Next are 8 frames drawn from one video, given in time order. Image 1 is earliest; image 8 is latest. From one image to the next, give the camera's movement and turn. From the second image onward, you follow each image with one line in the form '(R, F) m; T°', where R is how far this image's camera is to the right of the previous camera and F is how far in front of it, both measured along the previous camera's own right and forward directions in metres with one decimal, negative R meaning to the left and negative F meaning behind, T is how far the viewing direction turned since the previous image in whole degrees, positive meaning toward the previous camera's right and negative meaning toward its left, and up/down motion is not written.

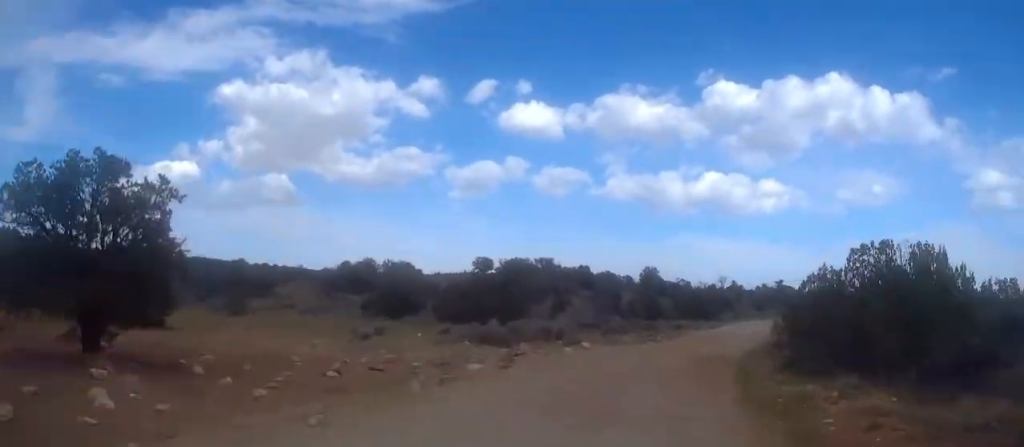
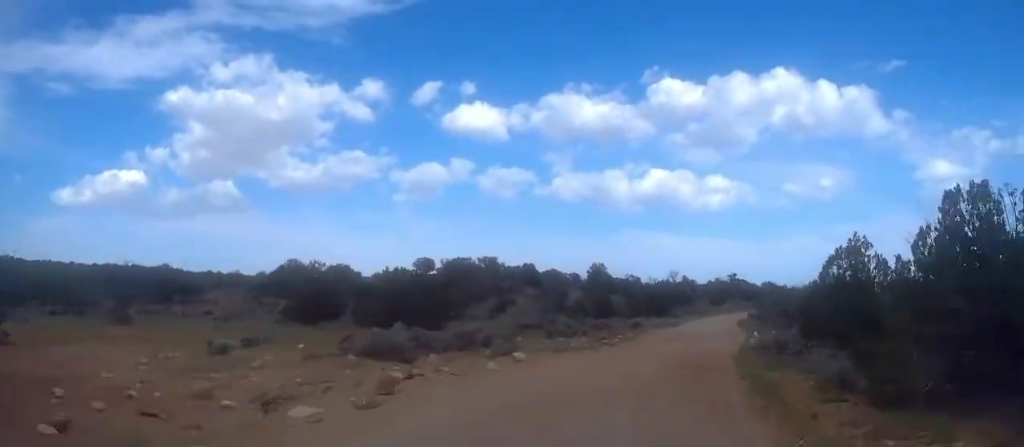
(-0.1, +8.7) m; +2°
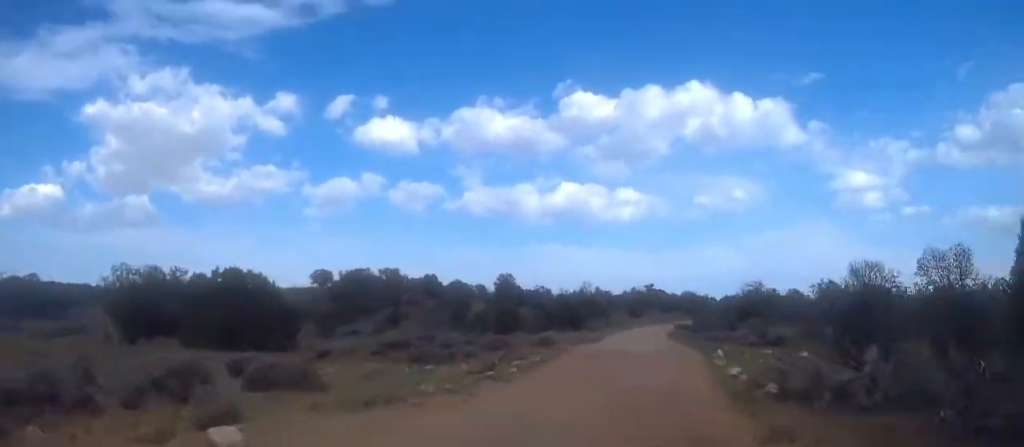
(+0.5, +13.4) m; +6°
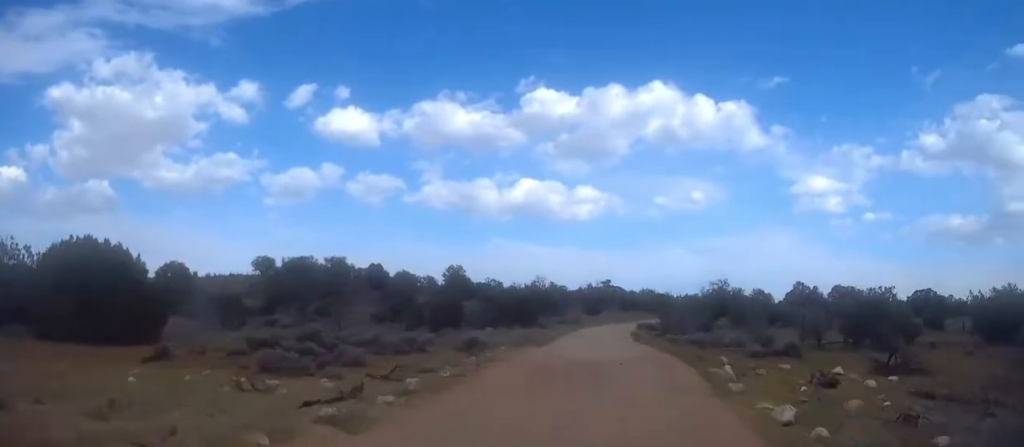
(-0.2, +9.3) m; +6°
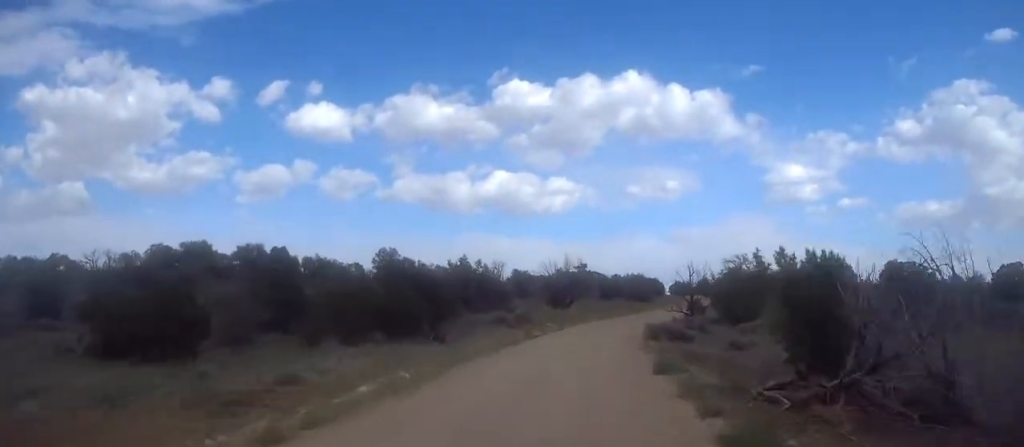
(+4.0, +39.0) m; +6°
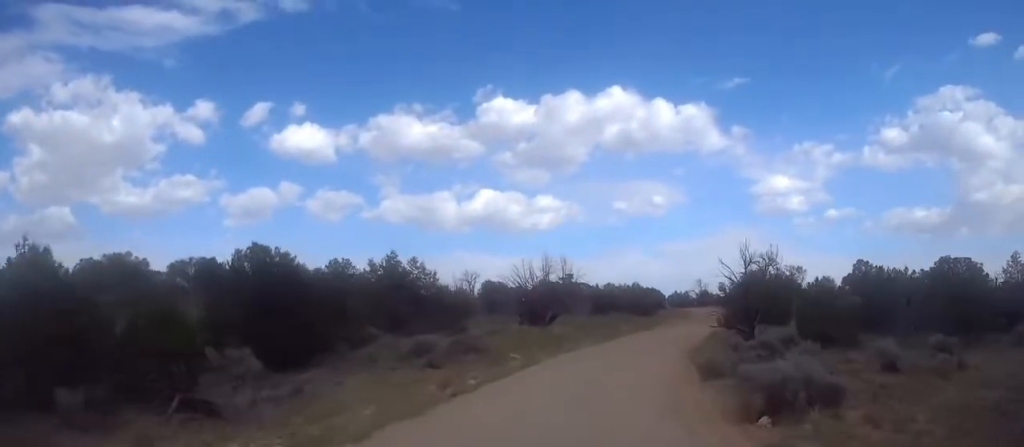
(+0.2, +21.4) m; +2°
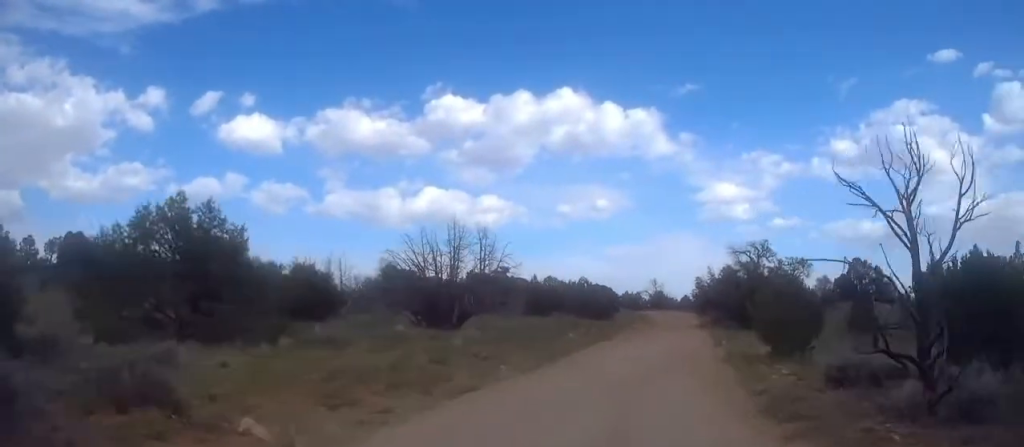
(+0.4, +20.4) m; +3°
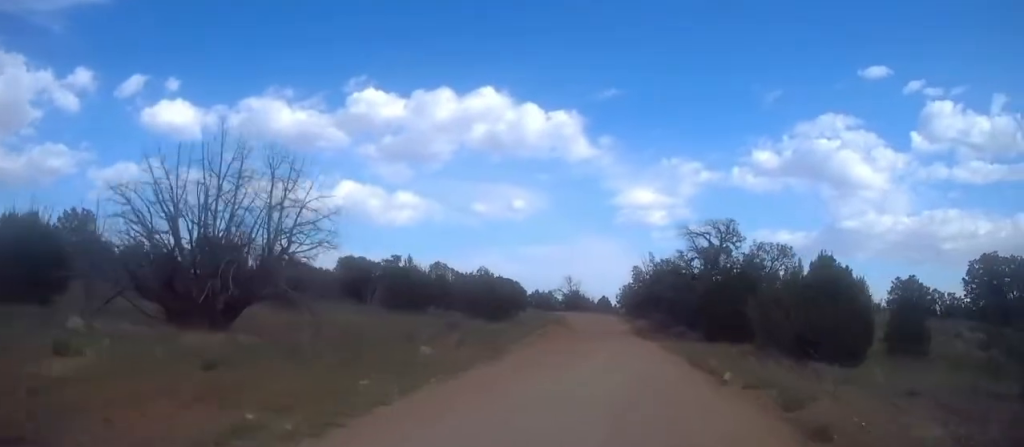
(+0.6, +18.0) m; +4°
